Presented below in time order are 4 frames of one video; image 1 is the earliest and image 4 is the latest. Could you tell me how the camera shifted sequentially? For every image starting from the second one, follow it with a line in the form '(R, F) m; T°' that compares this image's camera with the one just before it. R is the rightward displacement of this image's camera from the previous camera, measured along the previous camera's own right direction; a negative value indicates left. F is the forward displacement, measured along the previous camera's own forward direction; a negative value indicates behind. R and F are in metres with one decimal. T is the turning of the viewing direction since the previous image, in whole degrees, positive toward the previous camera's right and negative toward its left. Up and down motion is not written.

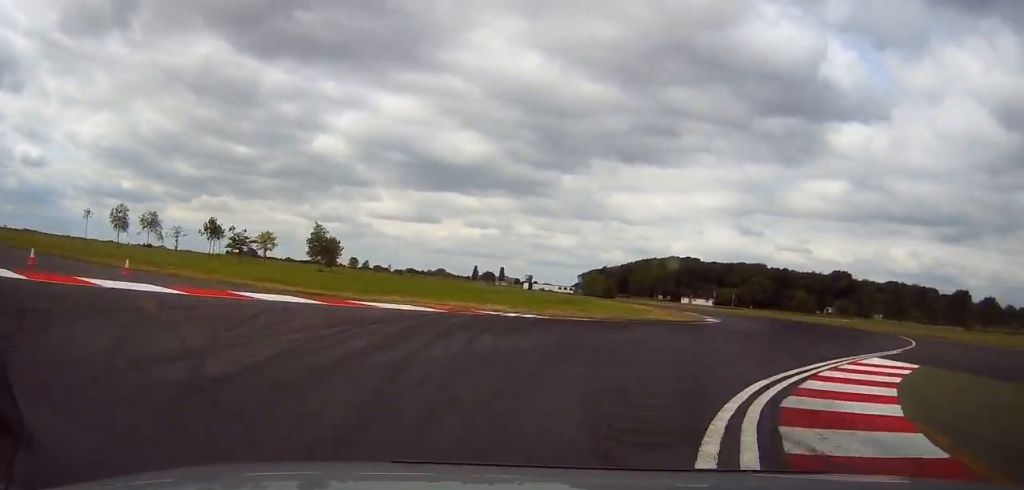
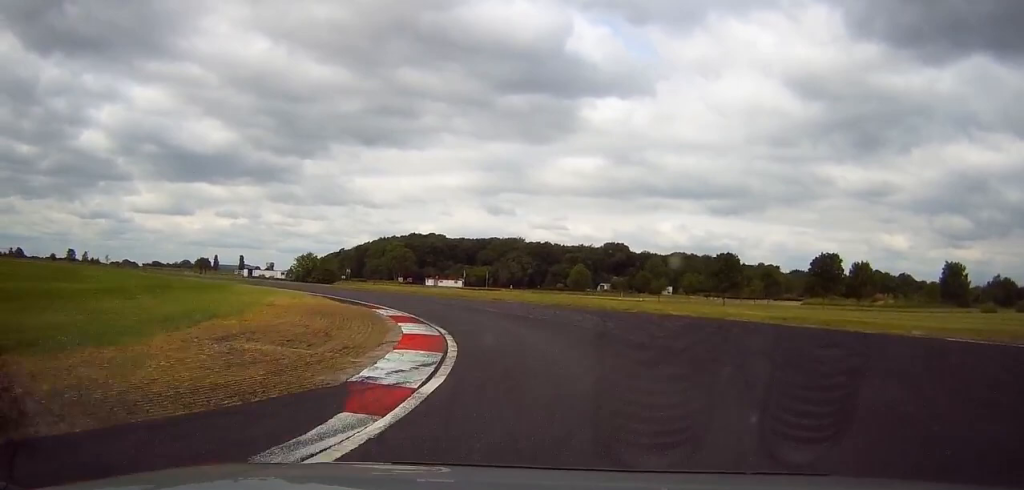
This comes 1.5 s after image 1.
(+7.4, +36.6) m; +9°
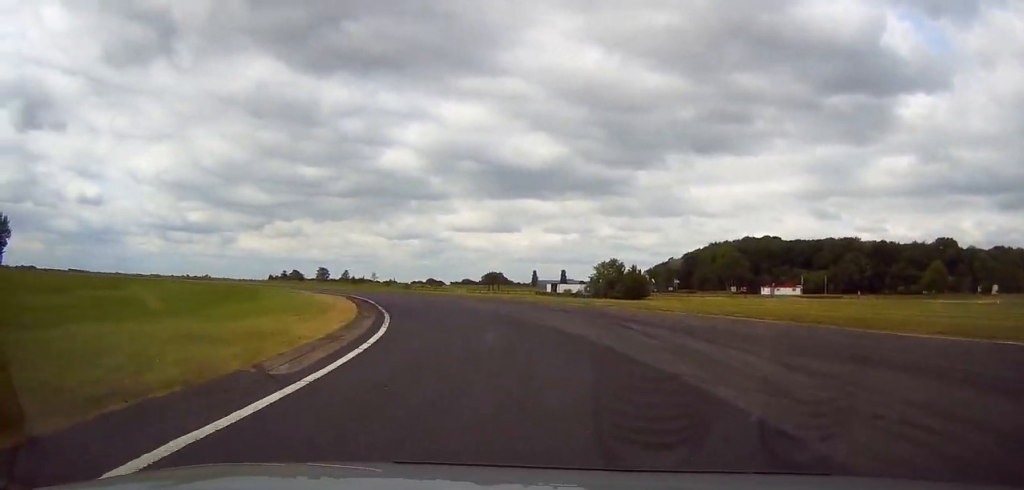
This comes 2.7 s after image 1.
(-4.5, +31.3) m; -21°
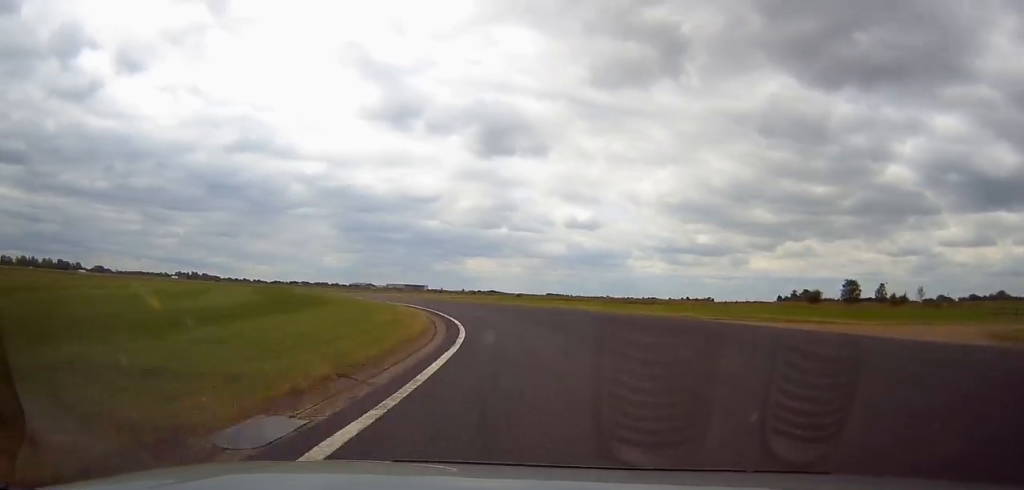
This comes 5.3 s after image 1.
(-29.7, +68.3) m; -44°
